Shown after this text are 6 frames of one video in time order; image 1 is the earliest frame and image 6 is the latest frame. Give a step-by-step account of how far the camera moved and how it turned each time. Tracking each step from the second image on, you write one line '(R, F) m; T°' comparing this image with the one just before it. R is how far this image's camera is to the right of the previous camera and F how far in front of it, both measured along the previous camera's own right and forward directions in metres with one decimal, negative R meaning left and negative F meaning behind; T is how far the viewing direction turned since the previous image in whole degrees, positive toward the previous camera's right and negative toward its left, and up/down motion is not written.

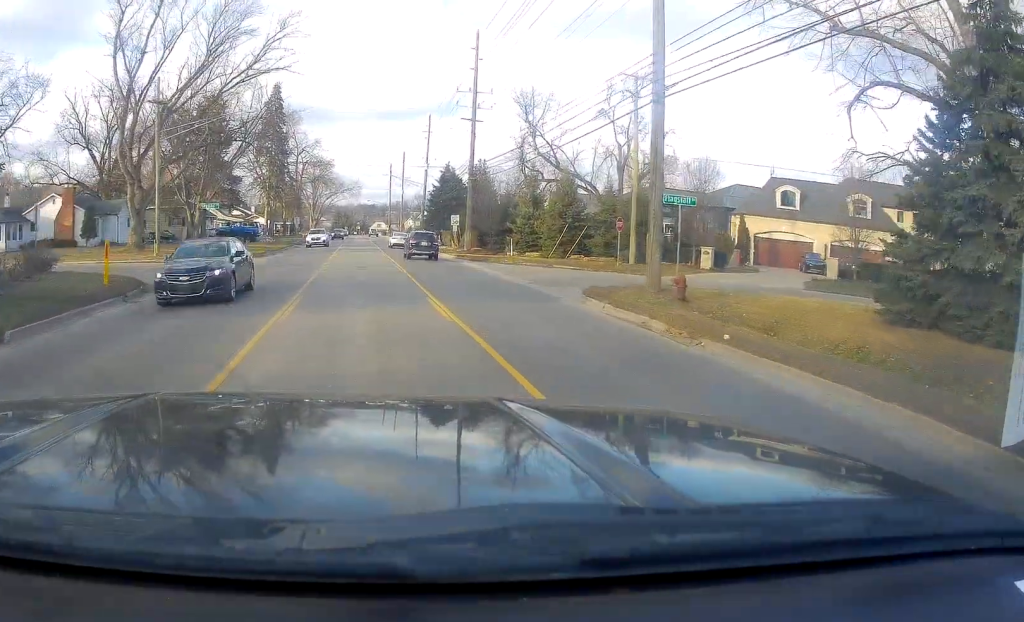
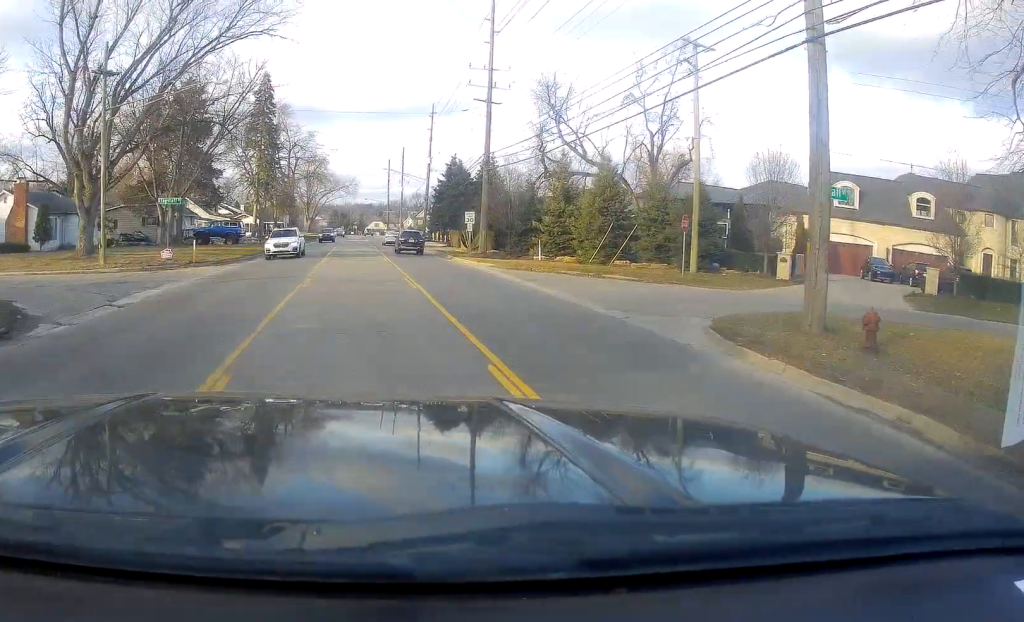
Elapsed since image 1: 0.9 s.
(0.0, +9.2) m; -2°
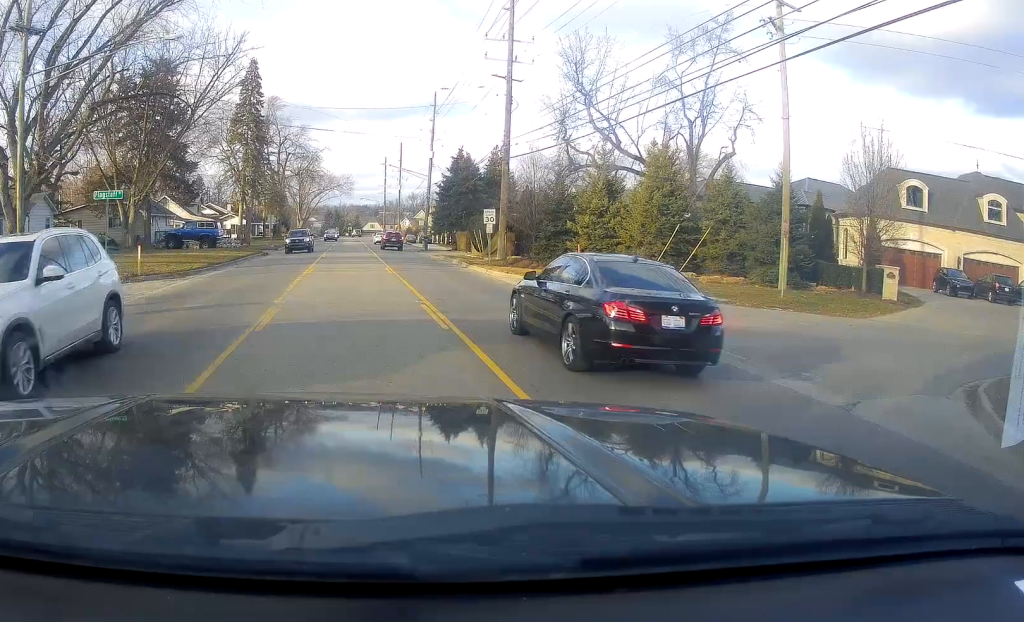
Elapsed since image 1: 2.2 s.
(-0.4, +9.5) m; 0°
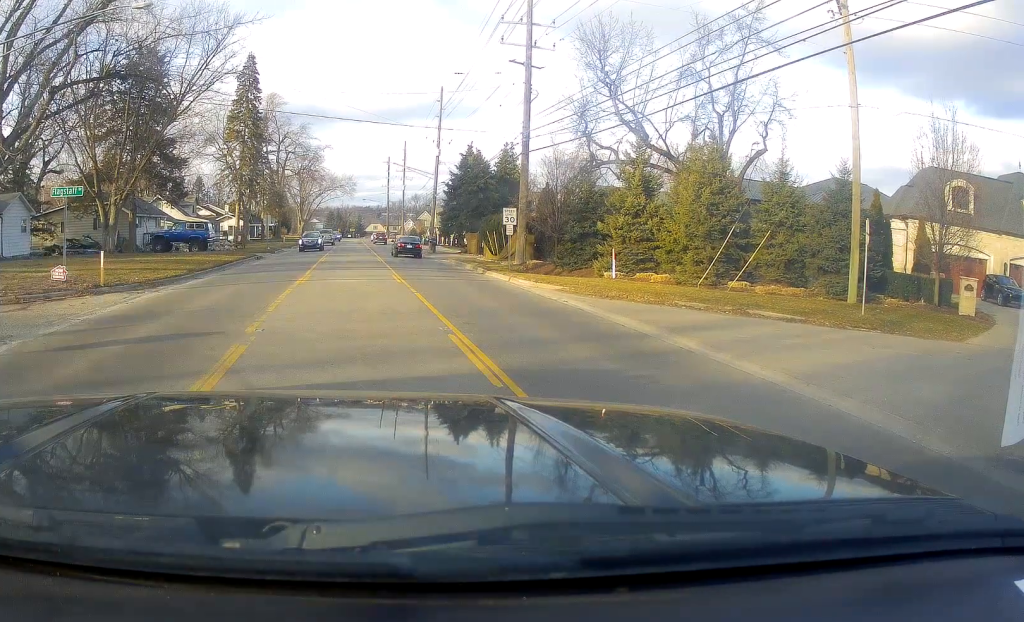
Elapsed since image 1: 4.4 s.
(+0.2, +5.1) m; +3°
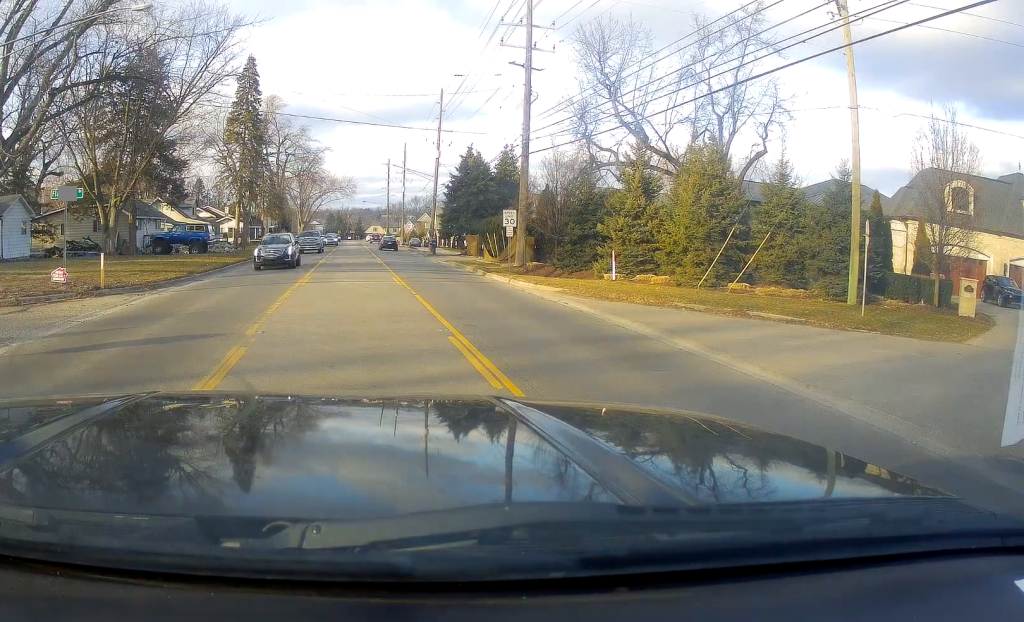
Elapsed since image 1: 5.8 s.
(0.0, 0.0) m; 0°
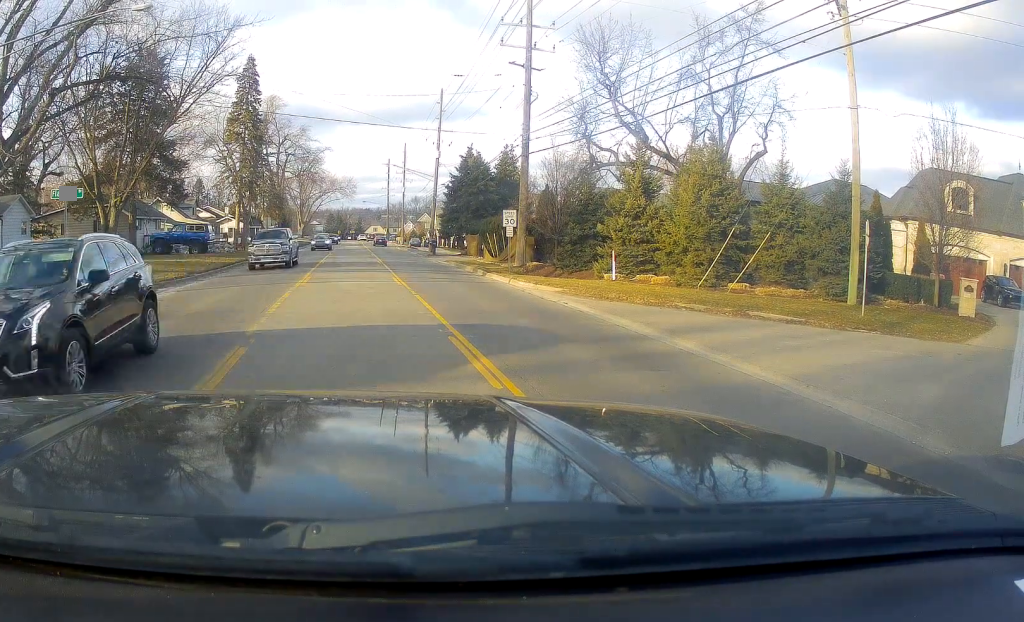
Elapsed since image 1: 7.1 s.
(0.0, 0.0) m; 0°
